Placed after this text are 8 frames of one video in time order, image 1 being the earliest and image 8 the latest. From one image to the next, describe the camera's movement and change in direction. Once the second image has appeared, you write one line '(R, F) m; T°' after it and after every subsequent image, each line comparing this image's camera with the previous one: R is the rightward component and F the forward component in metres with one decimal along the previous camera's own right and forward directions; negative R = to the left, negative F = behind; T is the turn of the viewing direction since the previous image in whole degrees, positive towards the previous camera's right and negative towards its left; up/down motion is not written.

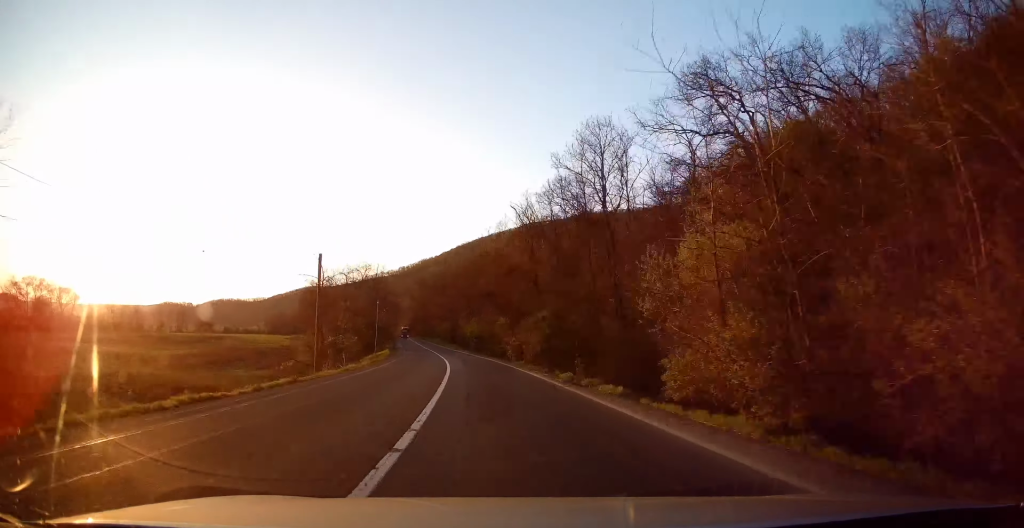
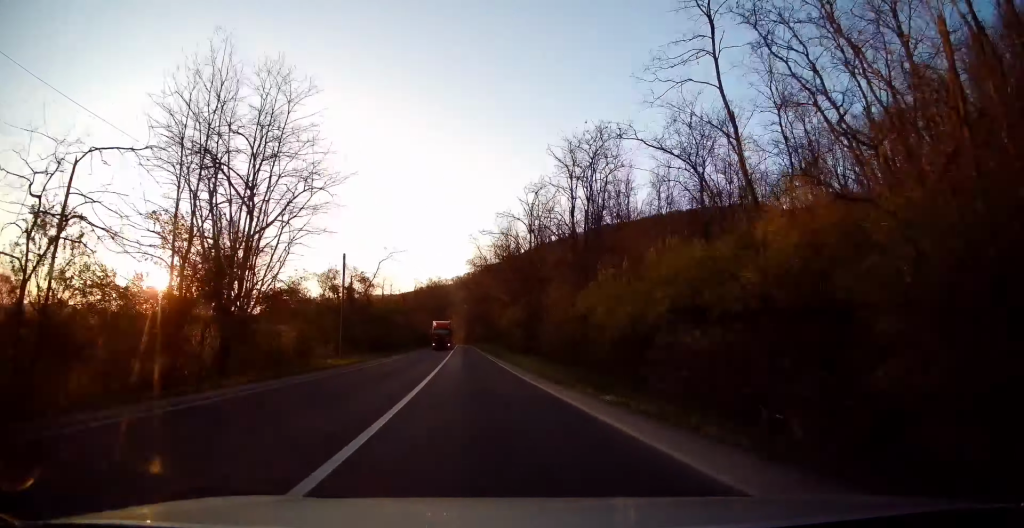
(-4.4, +63.2) m; -8°
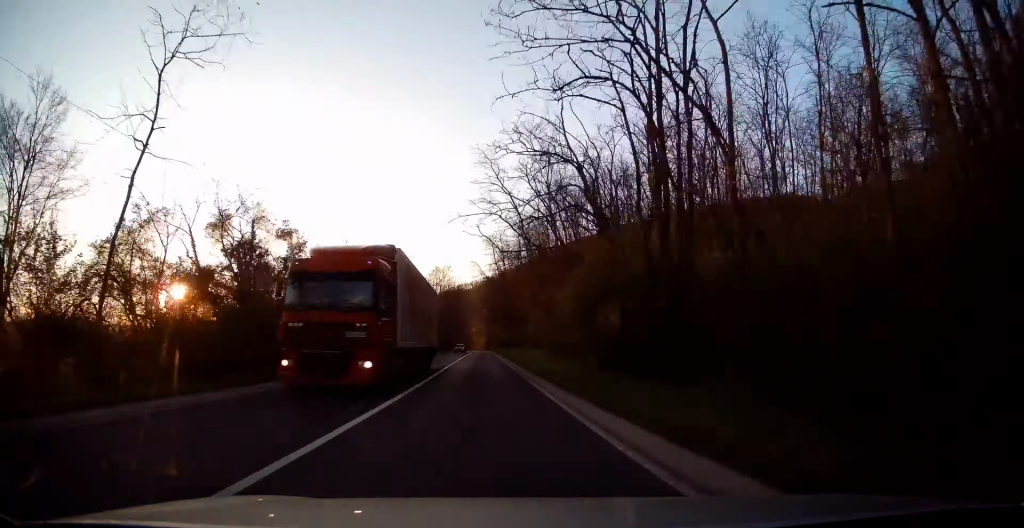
(-0.9, +32.8) m; -3°
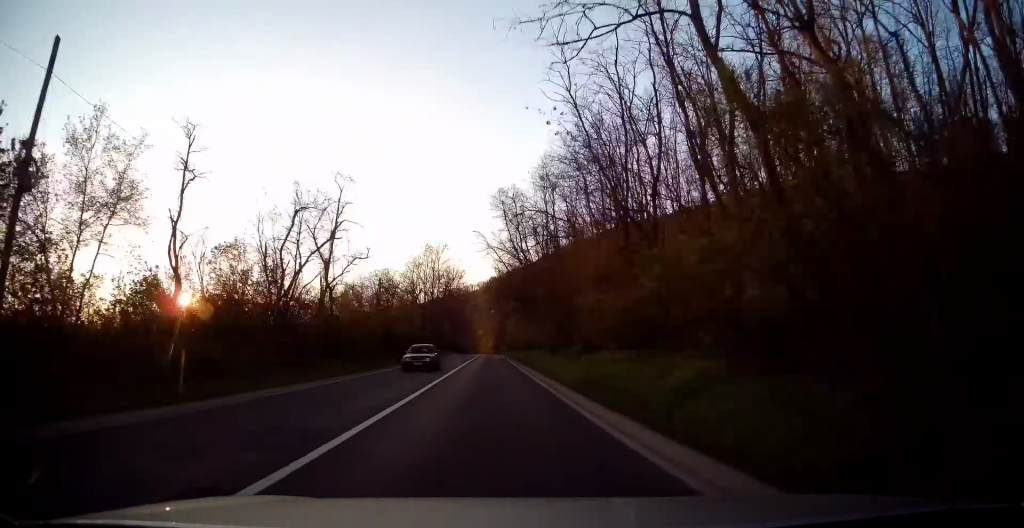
(-0.7, +30.0) m; -2°
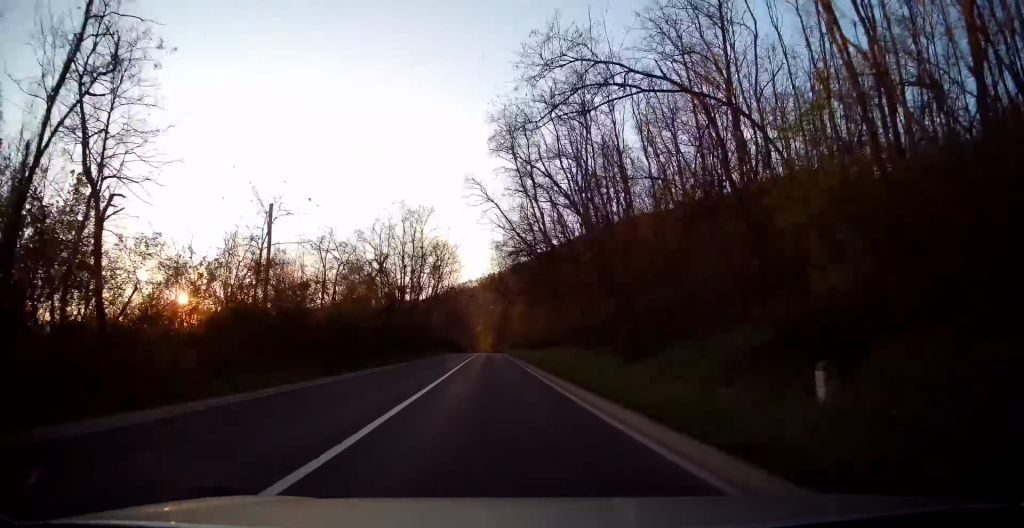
(-0.2, +23.3) m; 0°
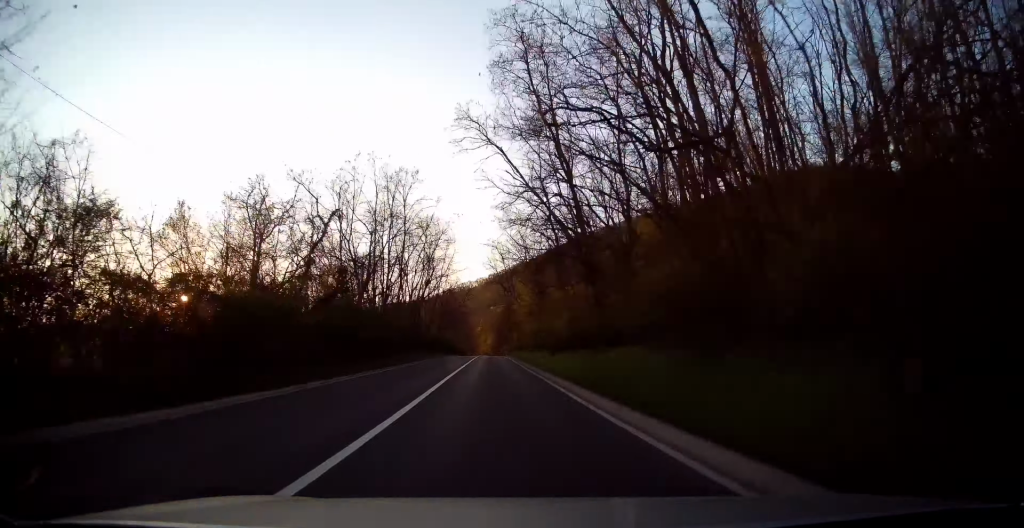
(+0.1, +15.6) m; 0°
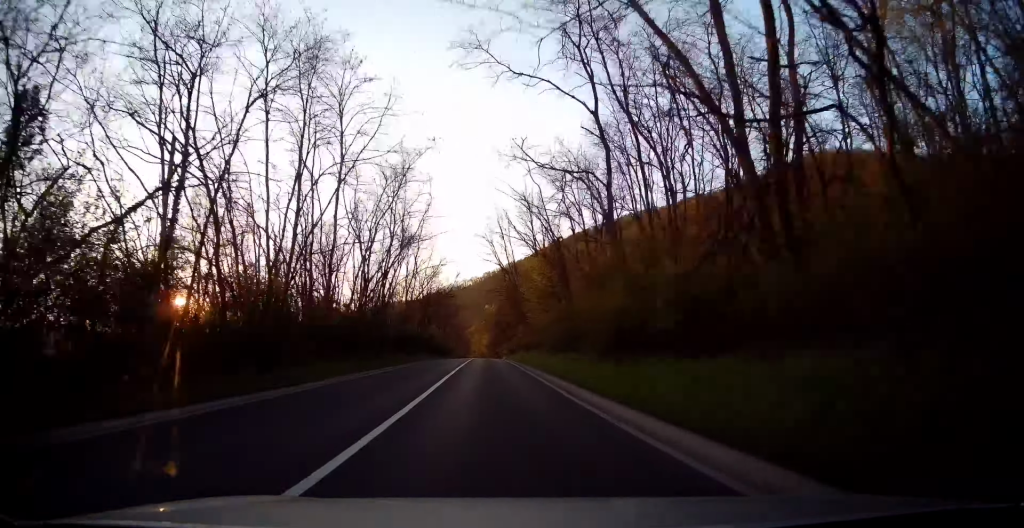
(+0.1, +23.3) m; 0°
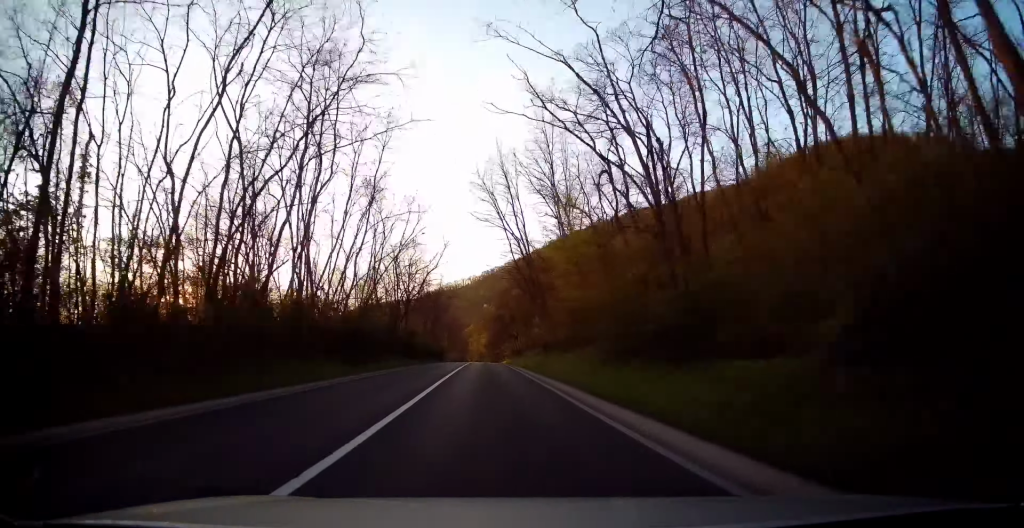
(-0.1, +23.2) m; 0°
